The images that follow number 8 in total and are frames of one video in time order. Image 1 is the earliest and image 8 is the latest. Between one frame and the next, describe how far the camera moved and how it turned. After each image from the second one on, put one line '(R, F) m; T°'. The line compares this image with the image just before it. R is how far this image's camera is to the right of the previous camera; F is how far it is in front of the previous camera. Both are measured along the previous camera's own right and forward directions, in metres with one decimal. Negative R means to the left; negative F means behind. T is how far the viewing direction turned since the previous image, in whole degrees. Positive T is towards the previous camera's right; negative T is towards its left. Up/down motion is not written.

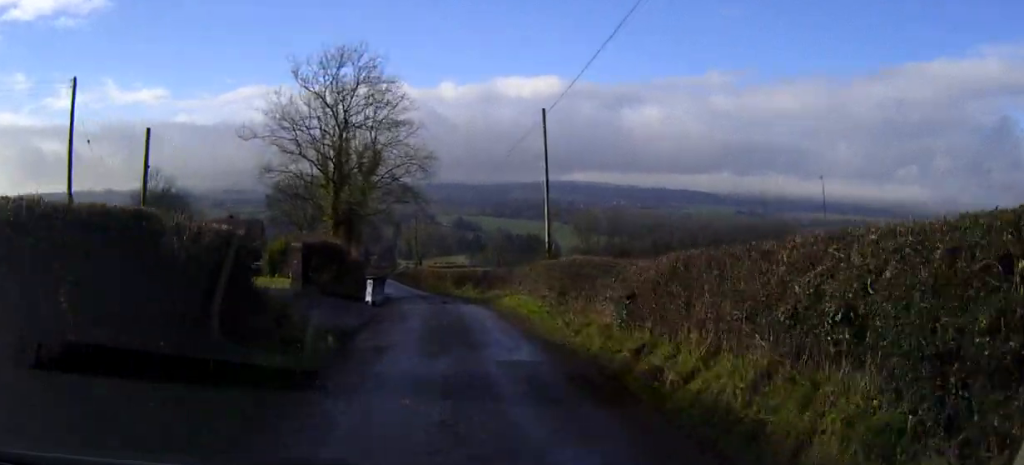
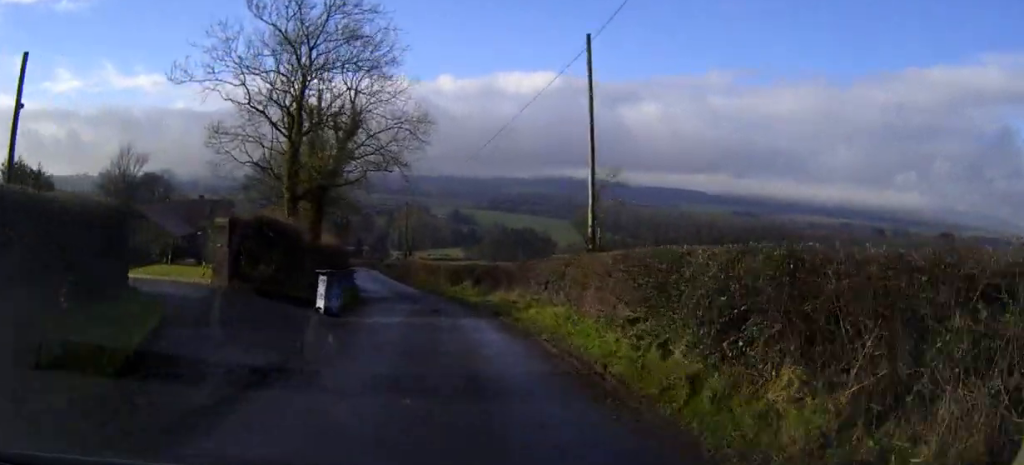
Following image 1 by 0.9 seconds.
(0.0, +9.7) m; 0°
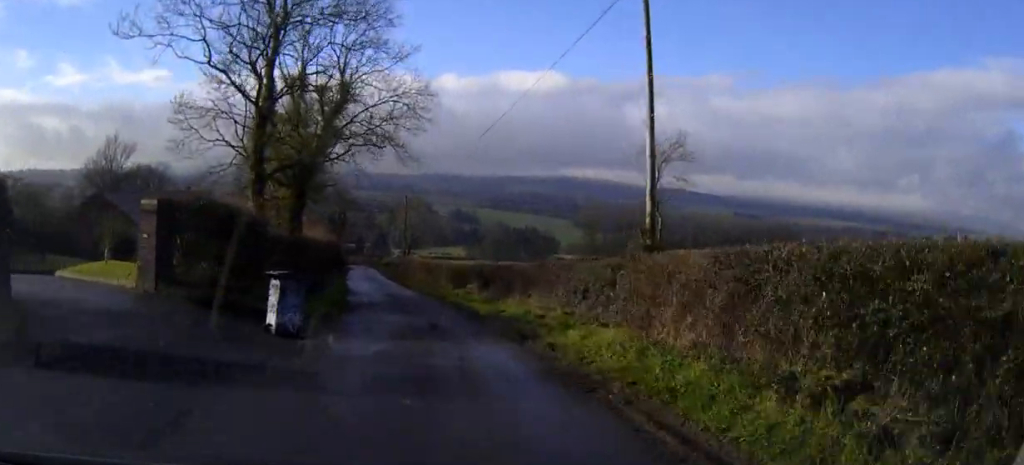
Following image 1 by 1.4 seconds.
(0.0, +5.5) m; 0°
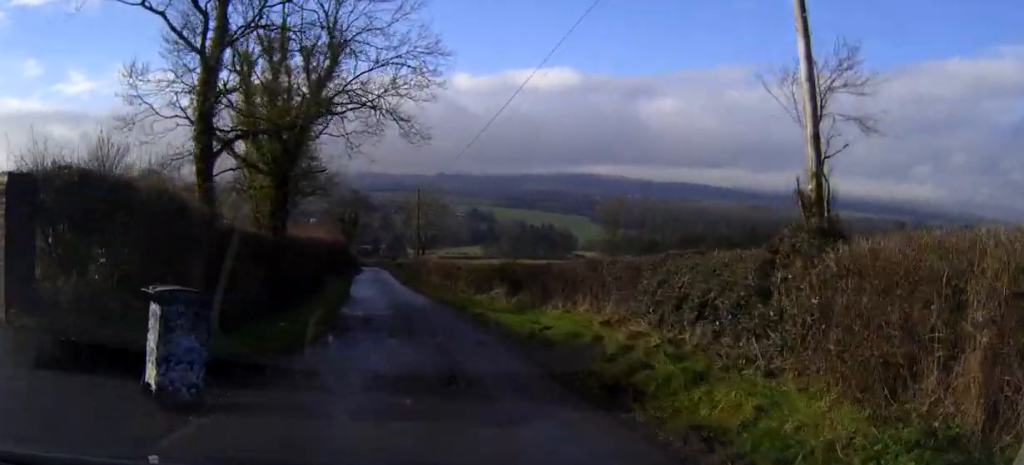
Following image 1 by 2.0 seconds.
(0.0, +6.4) m; 0°
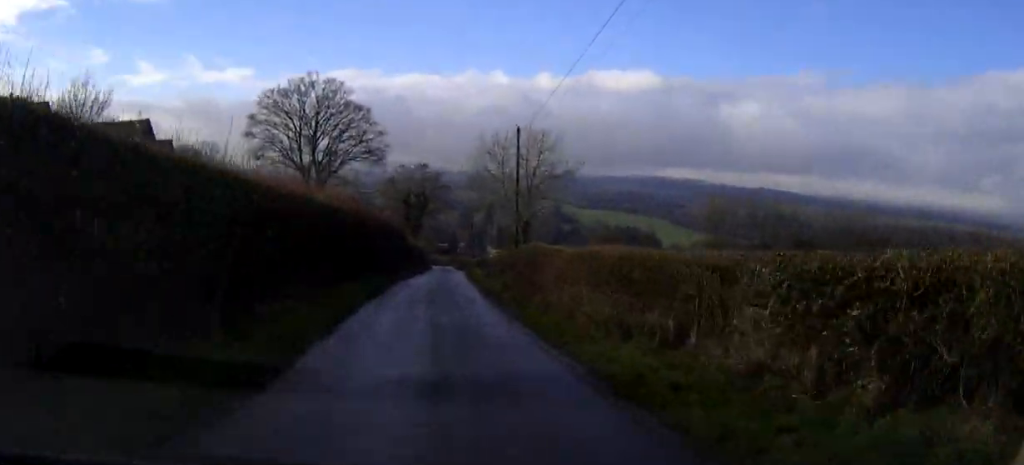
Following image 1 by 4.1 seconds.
(0.0, +25.5) m; -2°
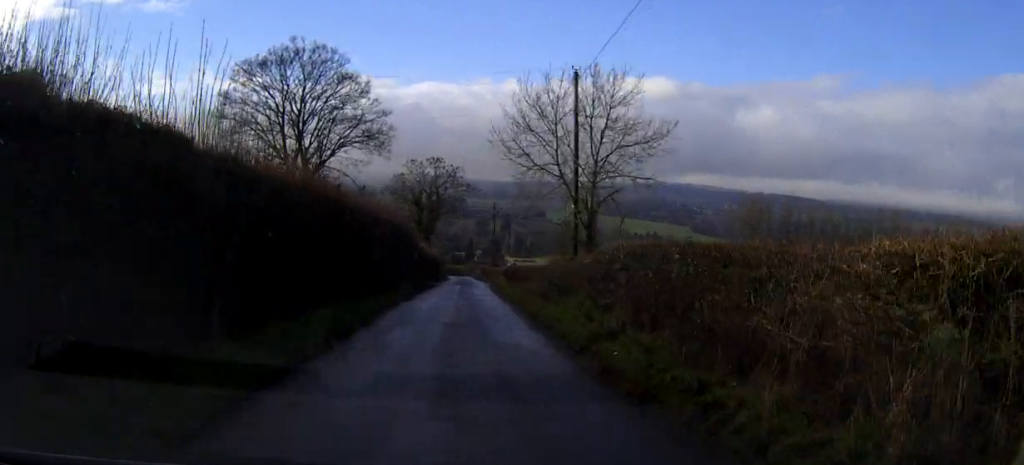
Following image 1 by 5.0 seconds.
(-0.4, +11.4) m; -2°
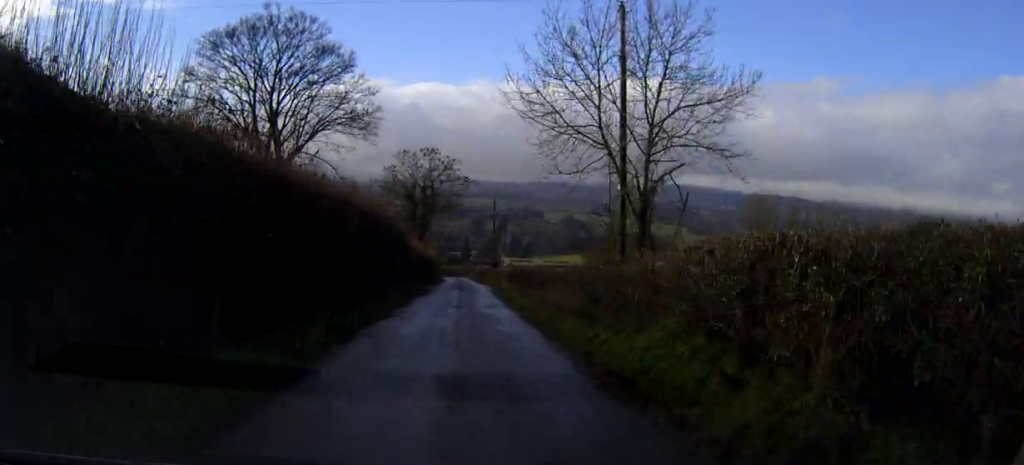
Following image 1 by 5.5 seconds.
(0.0, +6.5) m; 0°
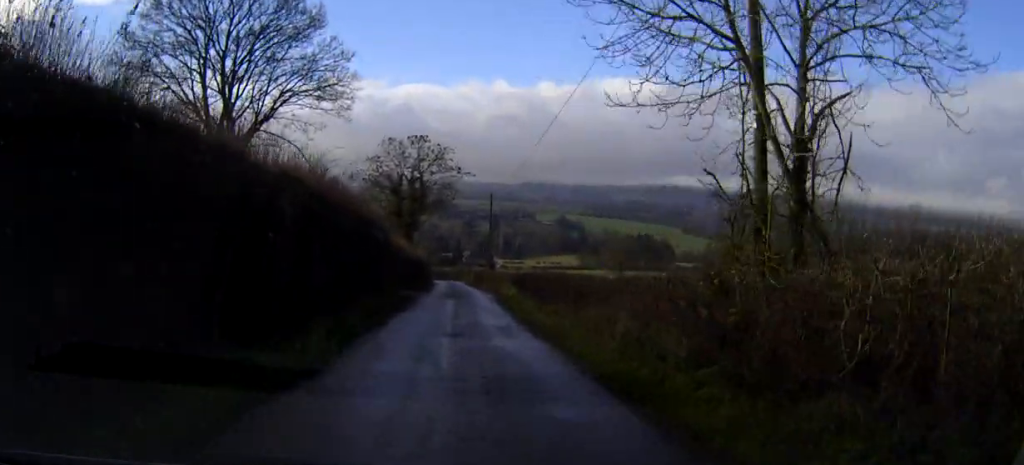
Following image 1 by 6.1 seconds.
(0.0, +7.9) m; 0°
